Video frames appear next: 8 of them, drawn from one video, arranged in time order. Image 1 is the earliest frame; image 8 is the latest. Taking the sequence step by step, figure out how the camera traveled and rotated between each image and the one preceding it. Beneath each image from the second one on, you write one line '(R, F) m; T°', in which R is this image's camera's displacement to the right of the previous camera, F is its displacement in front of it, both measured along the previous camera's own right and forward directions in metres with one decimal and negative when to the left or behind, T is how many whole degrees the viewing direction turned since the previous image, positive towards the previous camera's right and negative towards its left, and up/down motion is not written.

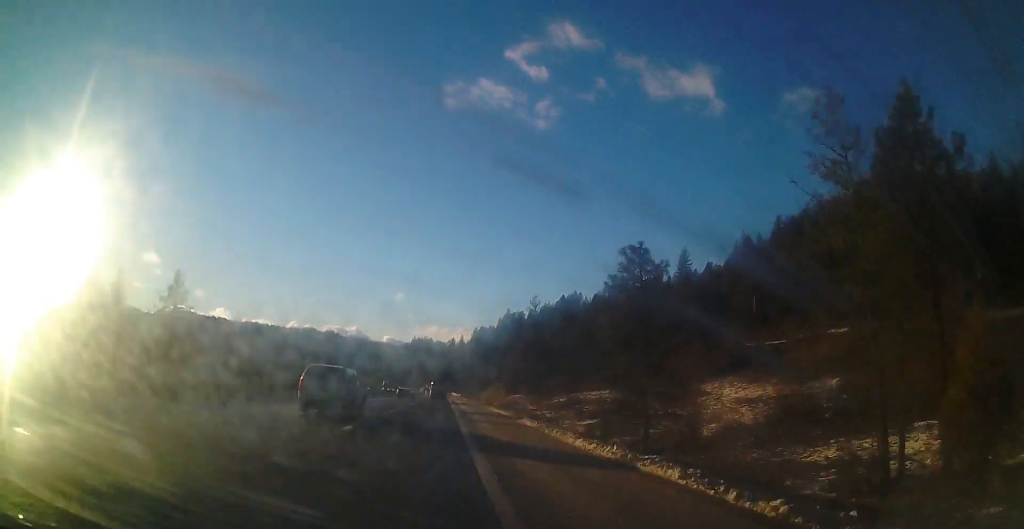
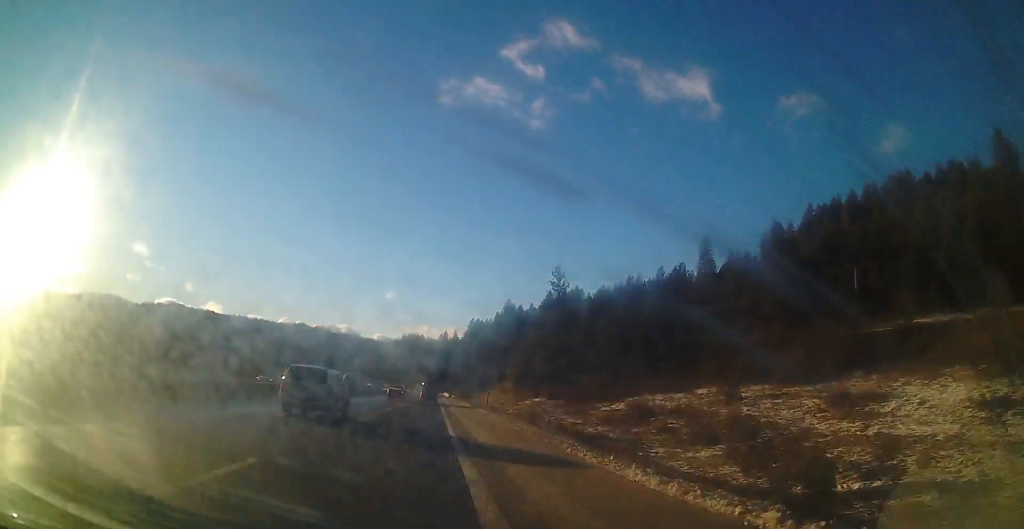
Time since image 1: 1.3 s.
(+1.9, +38.7) m; +3°
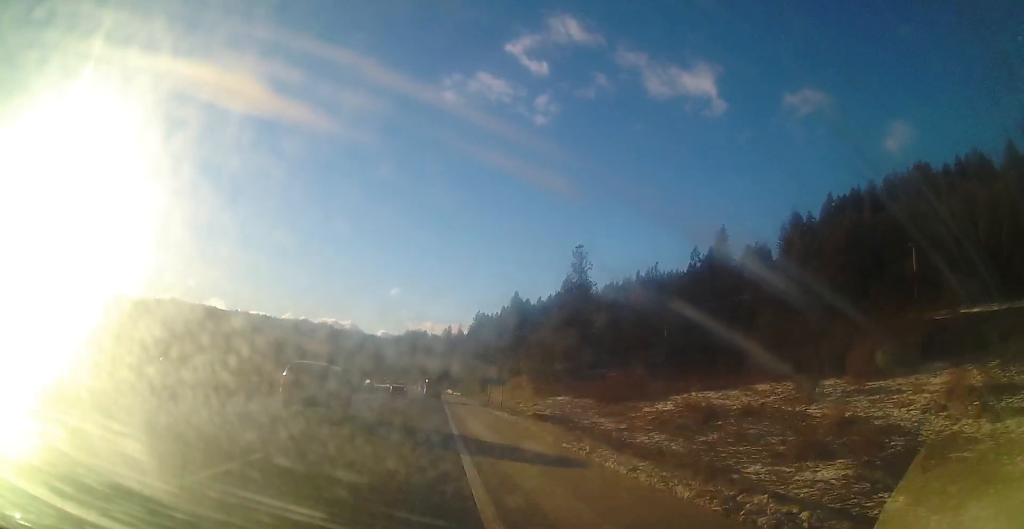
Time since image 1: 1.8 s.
(0.0, +14.1) m; -1°
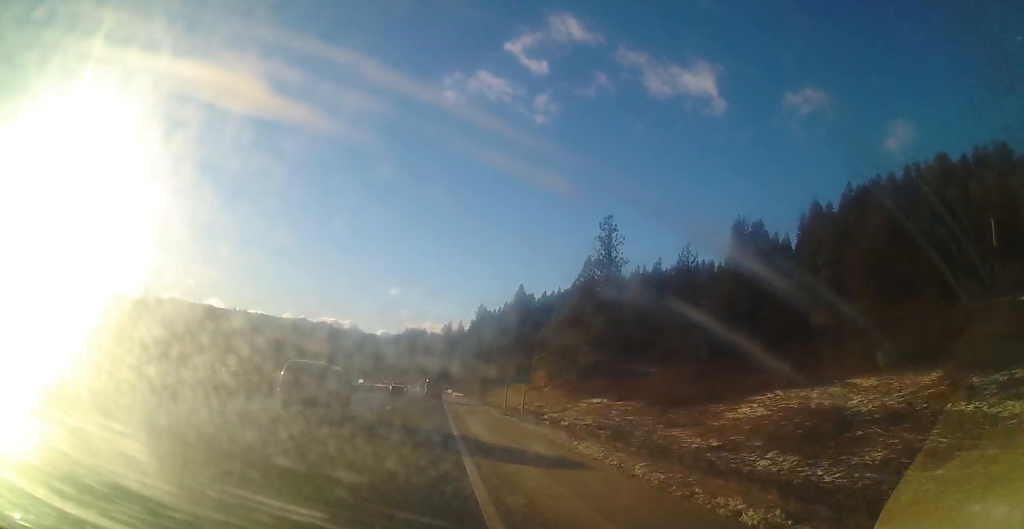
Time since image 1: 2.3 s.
(0.0, +17.2) m; -1°
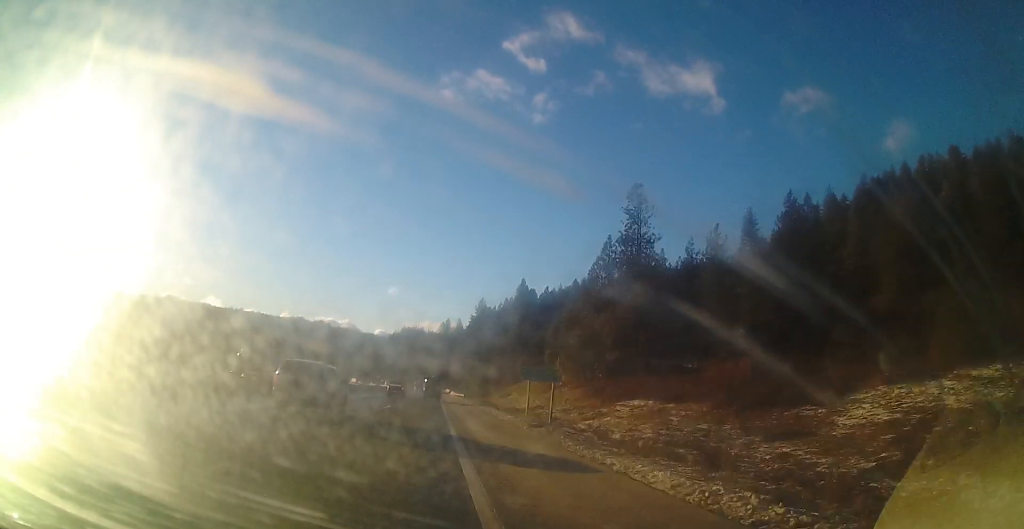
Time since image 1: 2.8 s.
(-0.2, +13.2) m; 0°
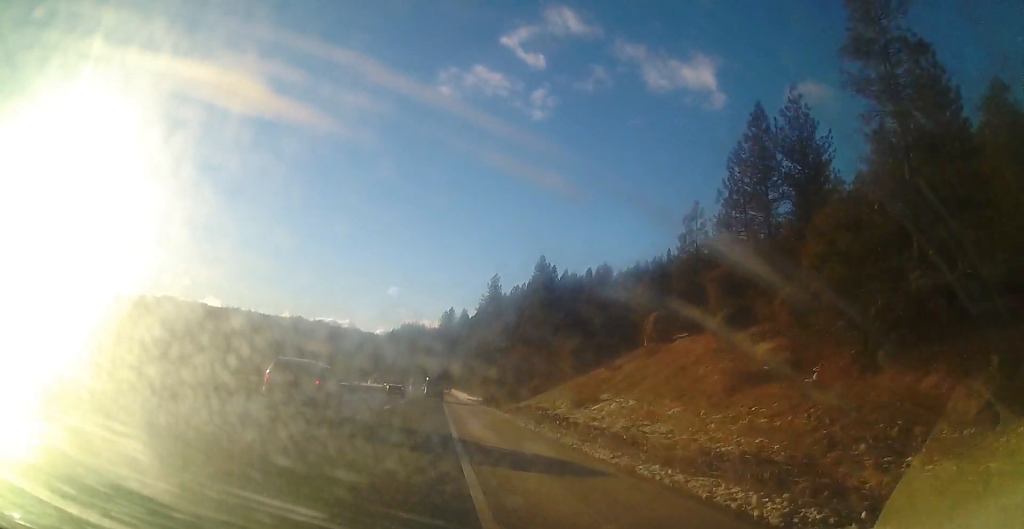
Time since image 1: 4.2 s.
(-0.3, +44.3) m; 0°
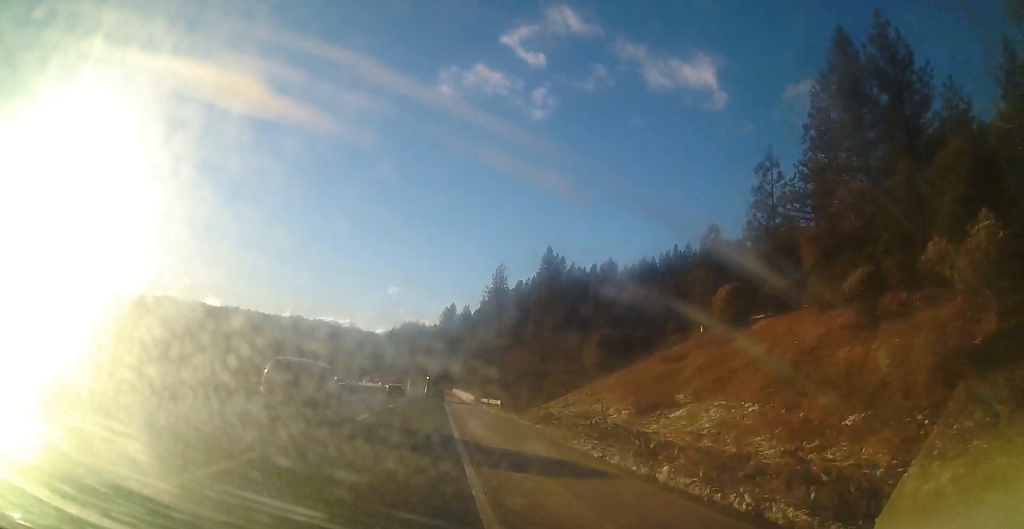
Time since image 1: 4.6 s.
(+0.2, +12.4) m; 0°
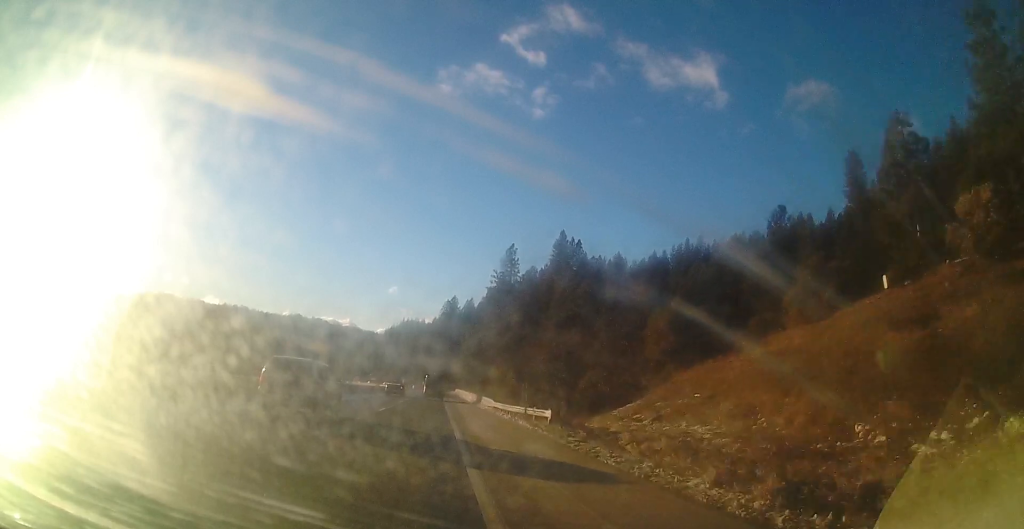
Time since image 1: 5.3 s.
(+0.2, +20.8) m; 0°
